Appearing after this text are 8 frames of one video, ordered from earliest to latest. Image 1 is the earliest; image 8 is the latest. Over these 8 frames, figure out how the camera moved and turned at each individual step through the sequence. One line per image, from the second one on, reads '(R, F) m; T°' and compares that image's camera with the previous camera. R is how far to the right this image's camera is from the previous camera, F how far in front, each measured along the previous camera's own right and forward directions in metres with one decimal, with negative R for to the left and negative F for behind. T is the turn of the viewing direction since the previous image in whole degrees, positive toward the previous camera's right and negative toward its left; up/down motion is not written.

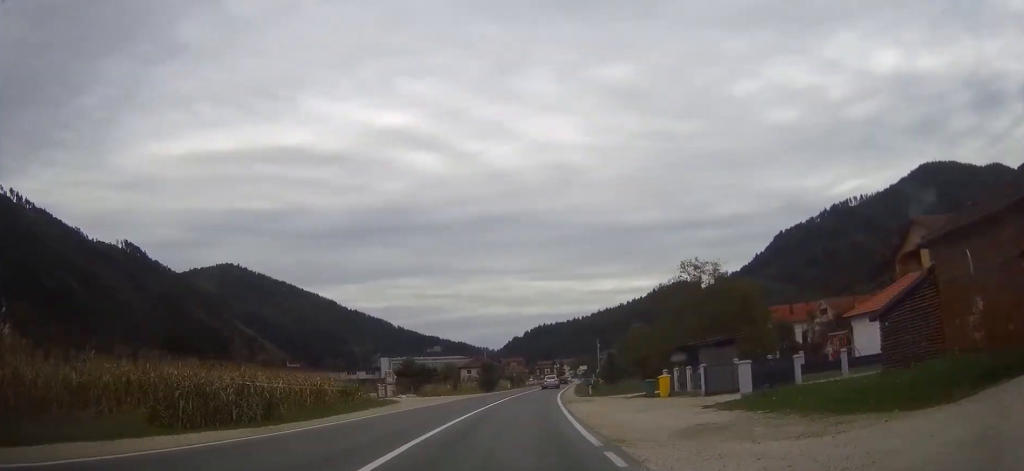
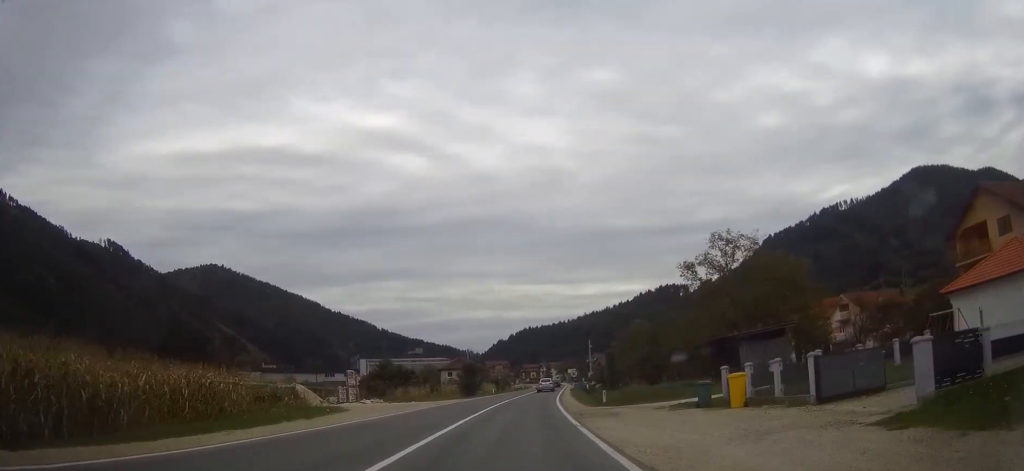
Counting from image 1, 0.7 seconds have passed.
(+0.3, +12.3) m; +1°
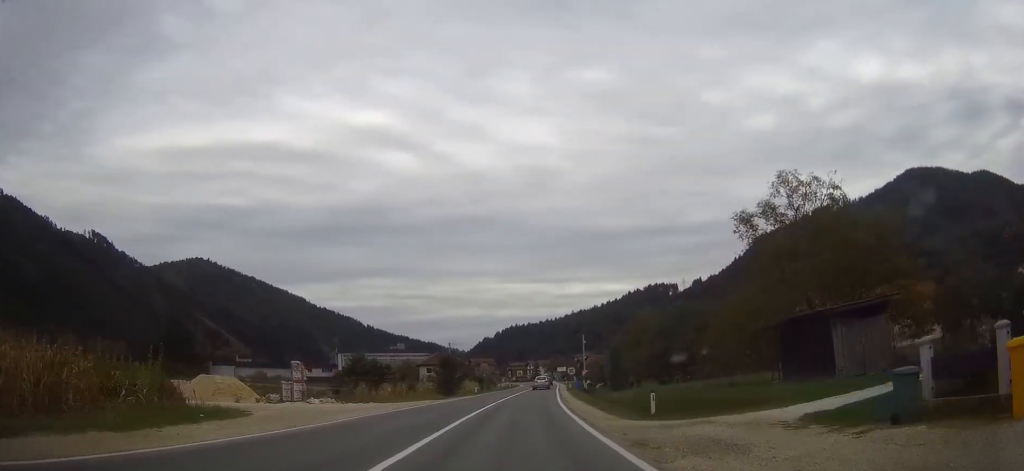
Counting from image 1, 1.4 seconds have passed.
(+0.2, +13.5) m; +1°
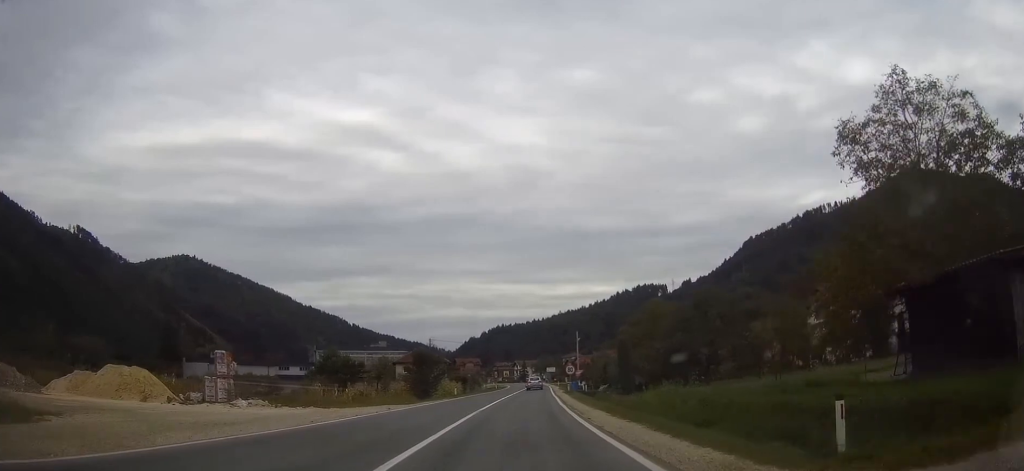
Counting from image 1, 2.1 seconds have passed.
(+0.1, +12.2) m; +1°
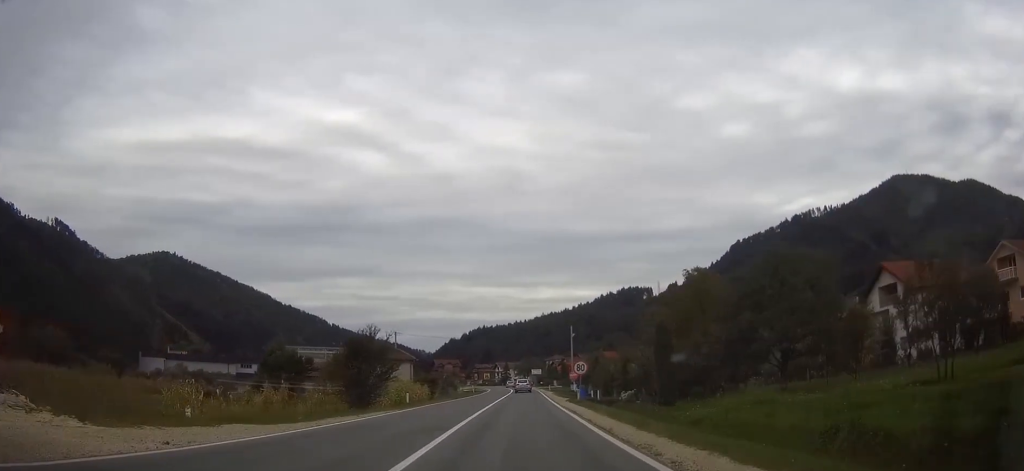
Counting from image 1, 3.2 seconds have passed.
(+0.3, +20.7) m; +2°
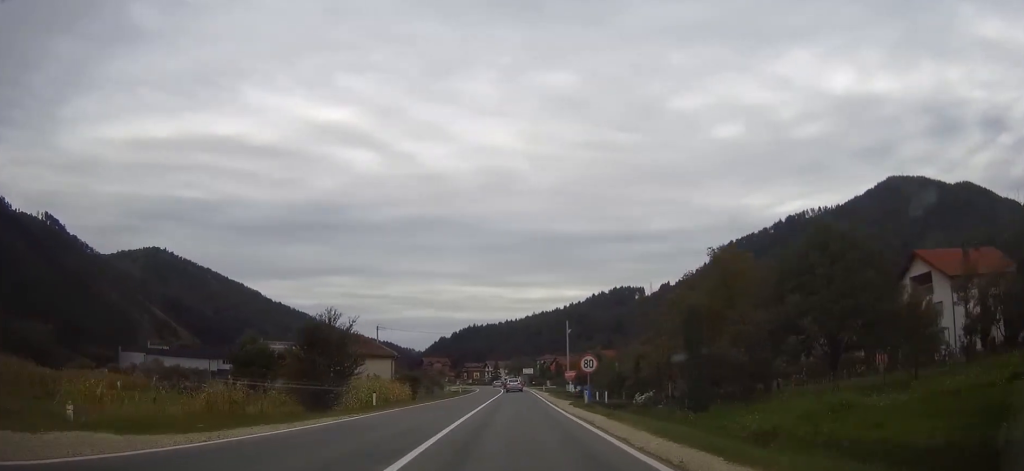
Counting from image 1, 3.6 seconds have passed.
(0.0, +7.9) m; +1°
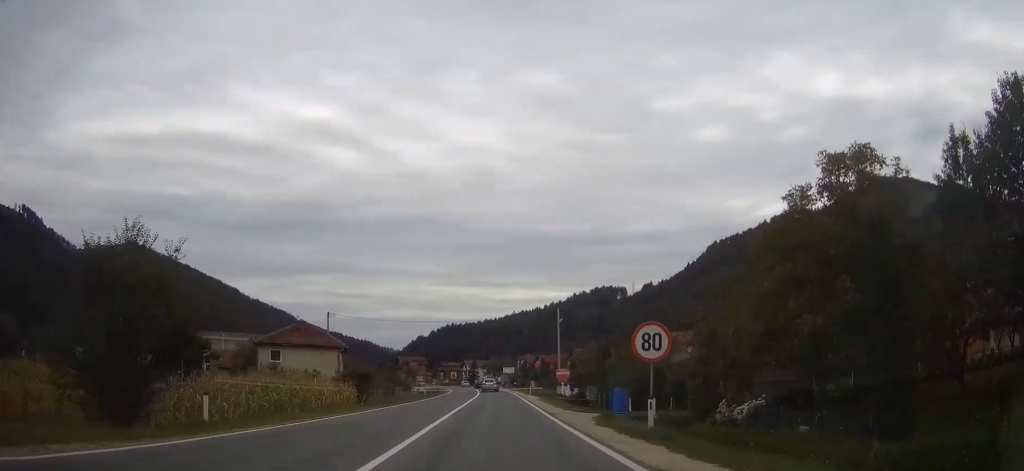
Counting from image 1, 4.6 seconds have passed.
(+0.2, +17.6) m; +1°
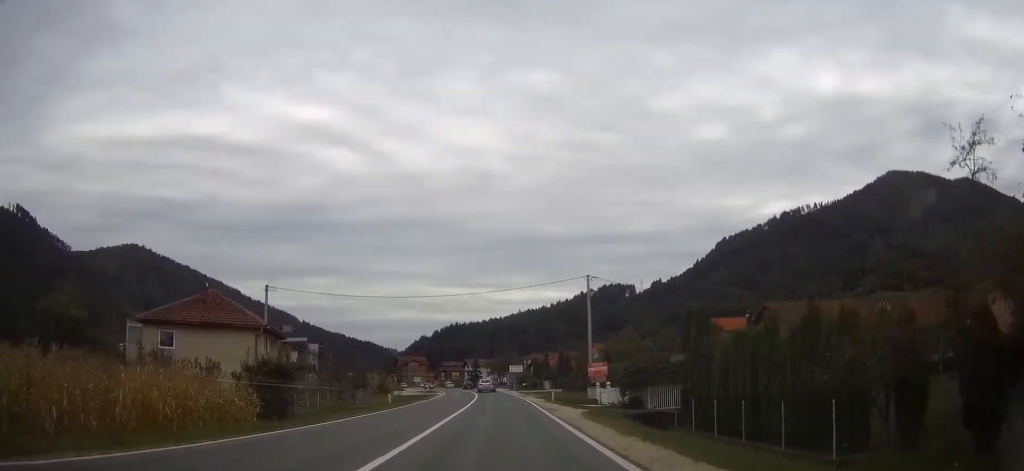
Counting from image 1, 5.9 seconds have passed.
(+0.1, +24.6) m; +1°
